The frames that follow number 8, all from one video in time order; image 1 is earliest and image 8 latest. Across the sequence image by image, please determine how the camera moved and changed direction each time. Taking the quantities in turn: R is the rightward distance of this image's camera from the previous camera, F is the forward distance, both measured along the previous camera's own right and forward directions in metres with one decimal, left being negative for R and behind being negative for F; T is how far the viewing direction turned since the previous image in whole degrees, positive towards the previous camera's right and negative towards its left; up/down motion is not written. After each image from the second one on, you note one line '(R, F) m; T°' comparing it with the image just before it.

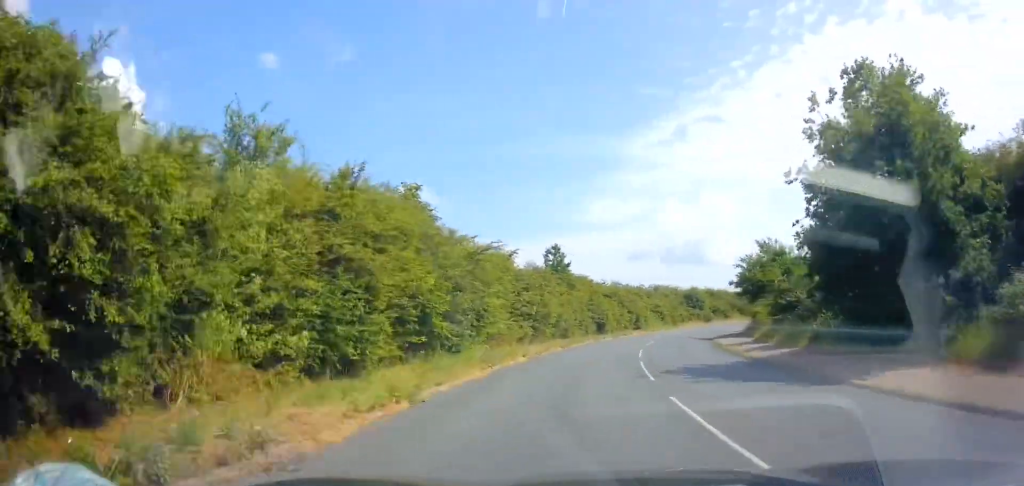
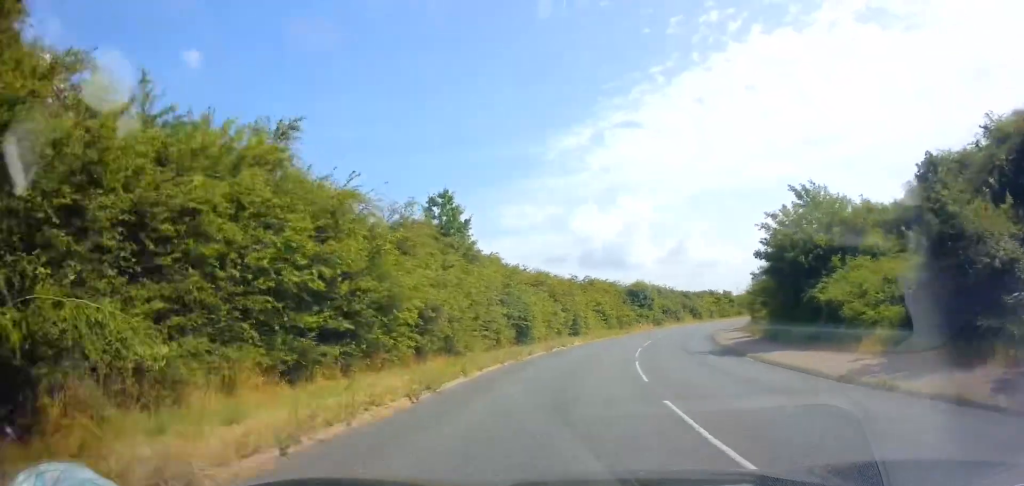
(+1.7, +19.5) m; +7°
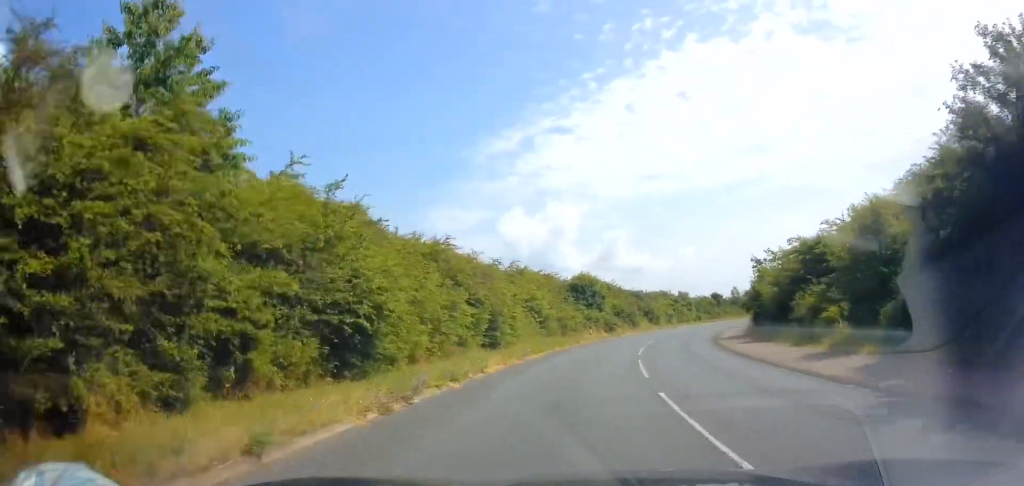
(+1.0, +17.7) m; +8°
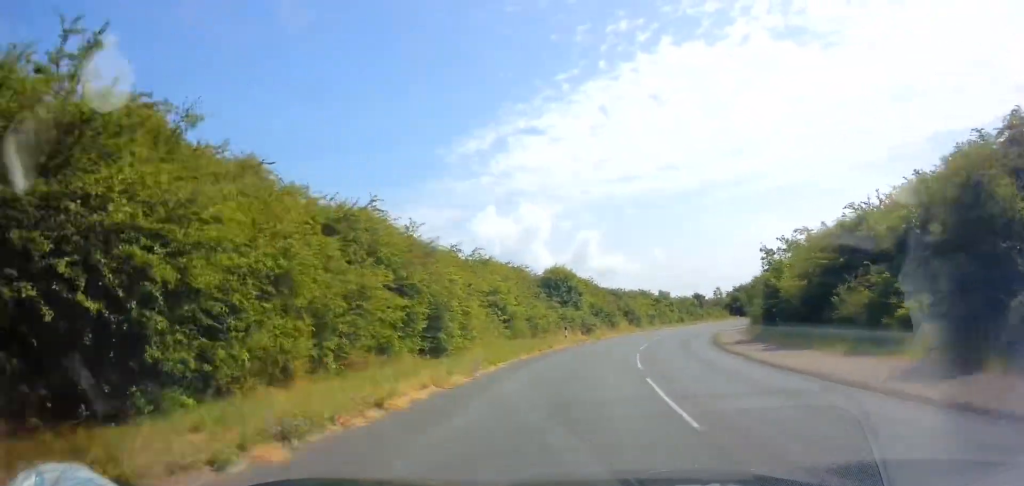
(+0.1, +6.9) m; +4°
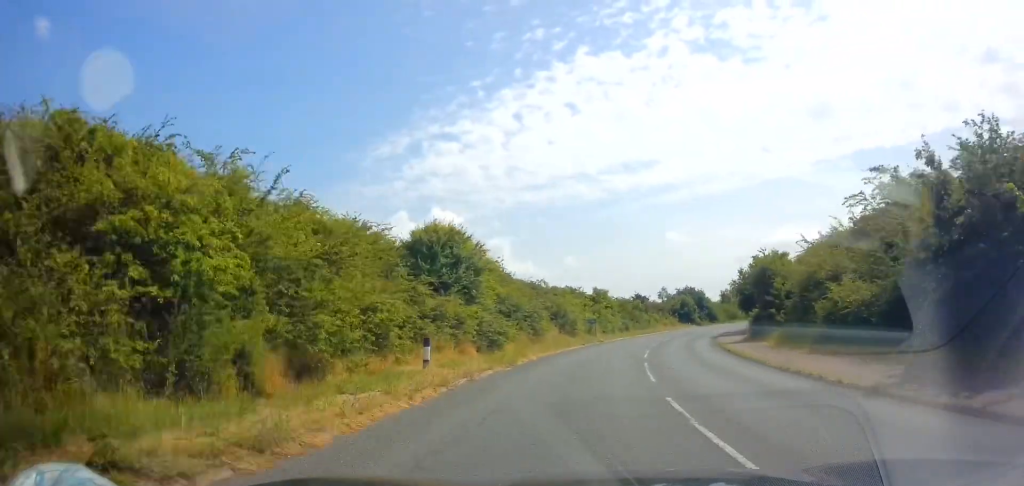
(+1.5, +22.0) m; +7°
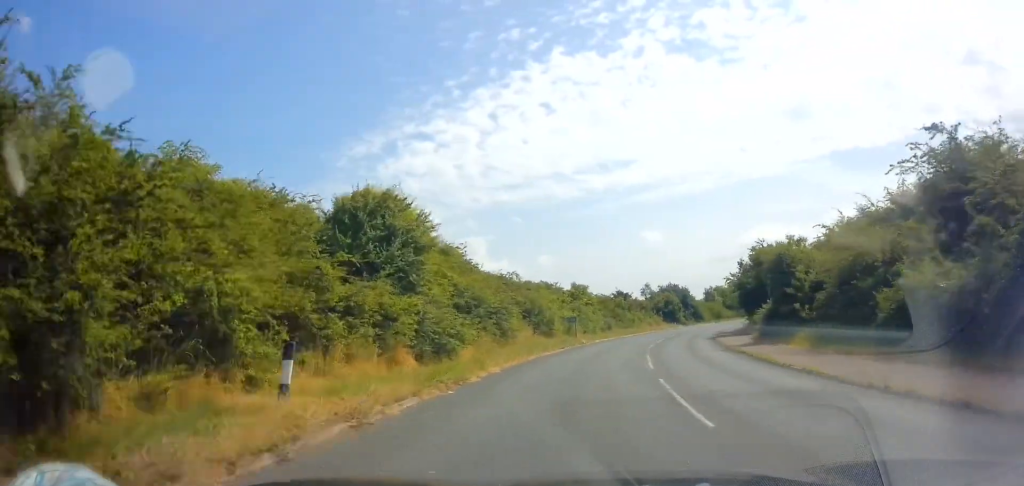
(-0.1, +6.2) m; +2°
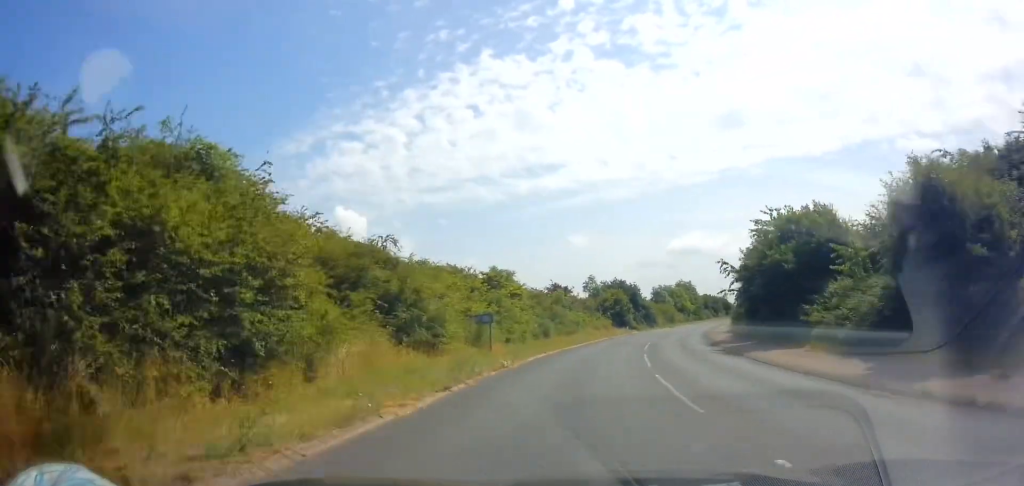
(+1.1, +16.6) m; +8°
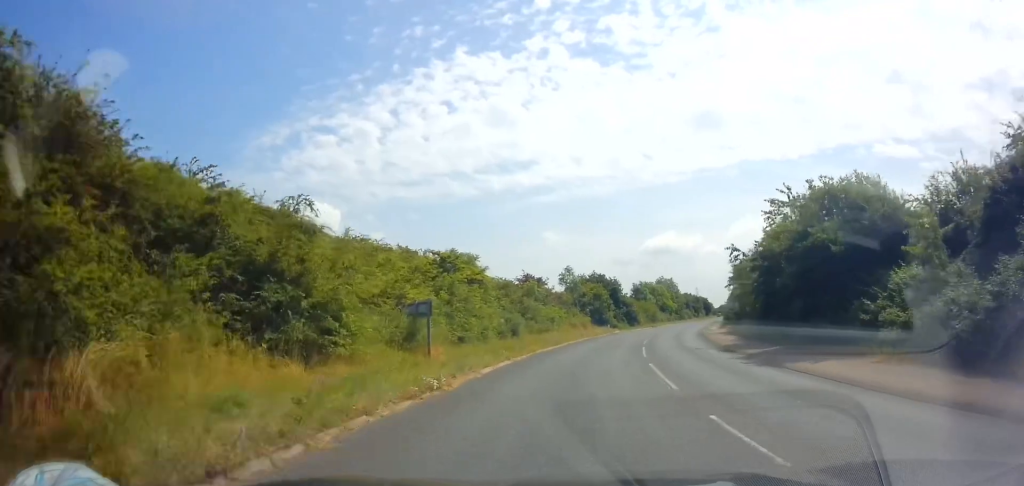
(+0.4, +7.1) m; +3°
